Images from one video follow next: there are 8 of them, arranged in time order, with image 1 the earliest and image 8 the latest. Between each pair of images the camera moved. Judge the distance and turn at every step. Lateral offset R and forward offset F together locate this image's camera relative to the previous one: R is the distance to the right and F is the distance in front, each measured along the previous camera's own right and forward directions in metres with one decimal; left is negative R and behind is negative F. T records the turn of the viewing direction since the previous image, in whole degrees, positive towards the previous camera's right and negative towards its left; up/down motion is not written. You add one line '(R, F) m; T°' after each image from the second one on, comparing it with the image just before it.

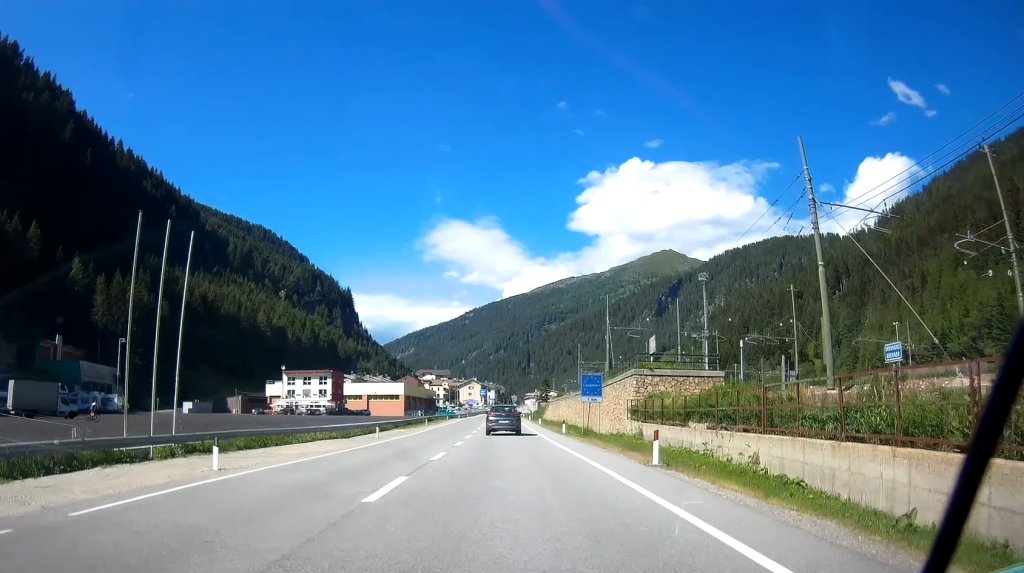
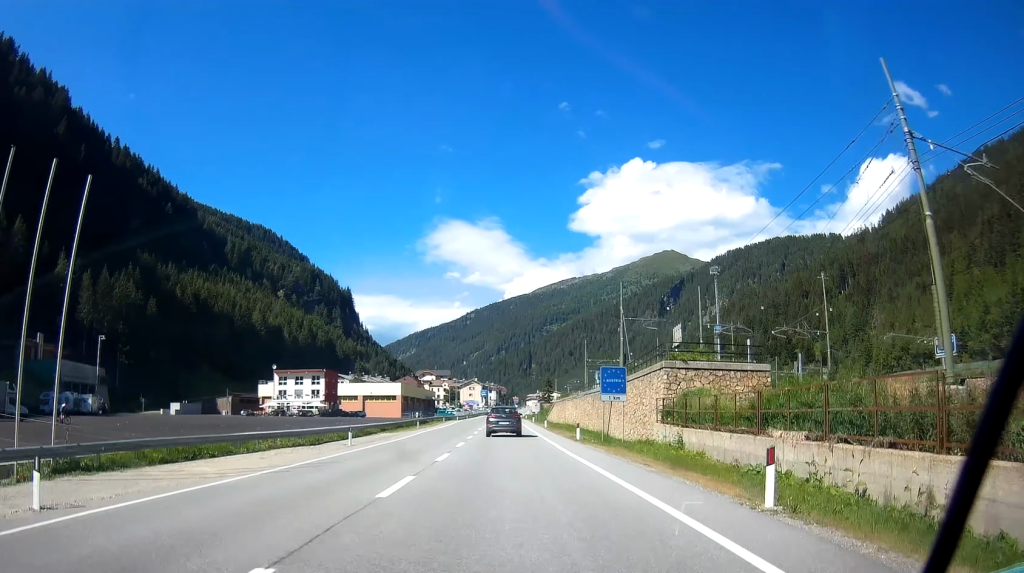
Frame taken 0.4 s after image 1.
(0.0, +7.0) m; 0°
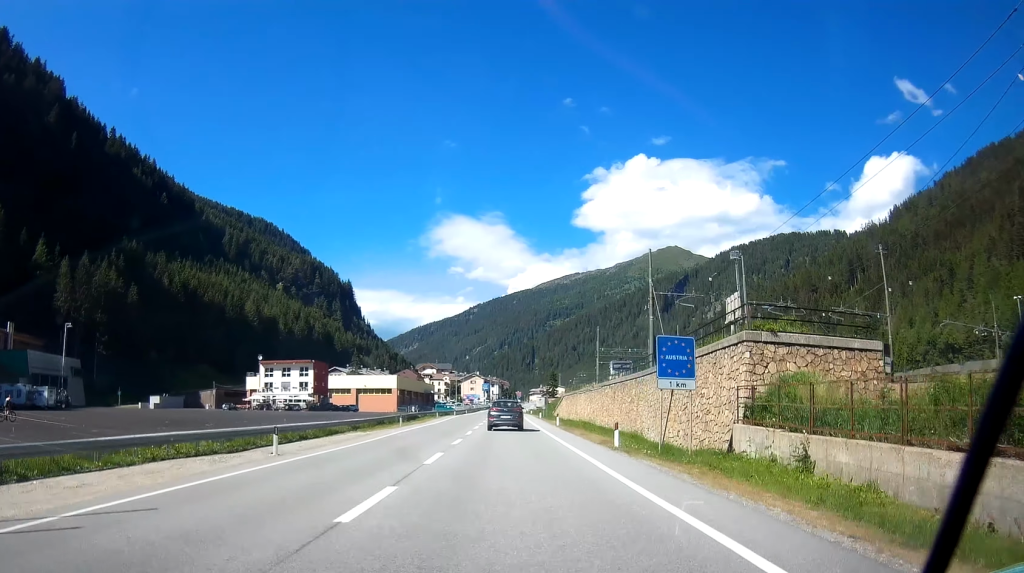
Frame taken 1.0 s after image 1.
(+0.2, +10.5) m; 0°
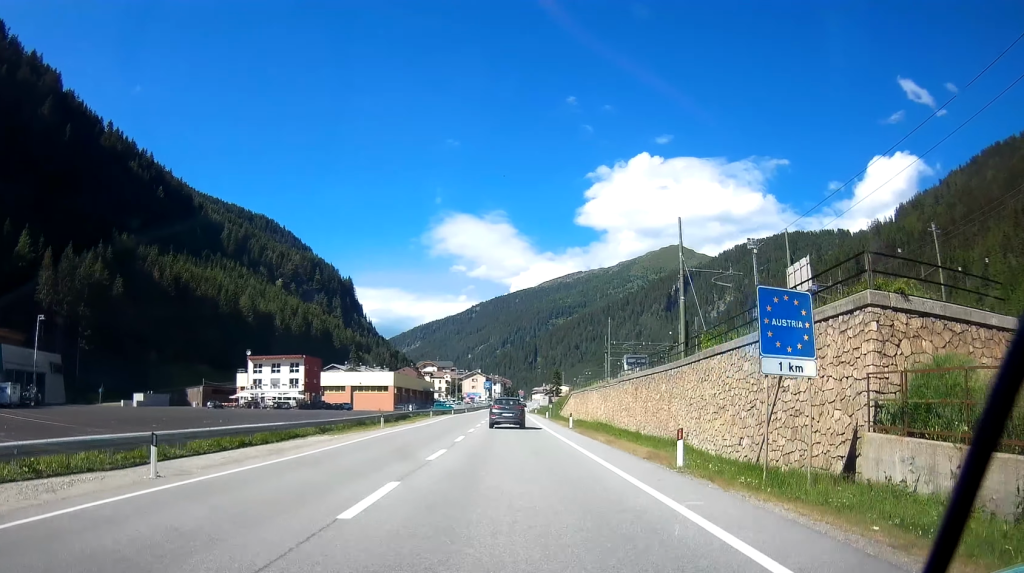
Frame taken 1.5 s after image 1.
(0.0, +7.7) m; 0°
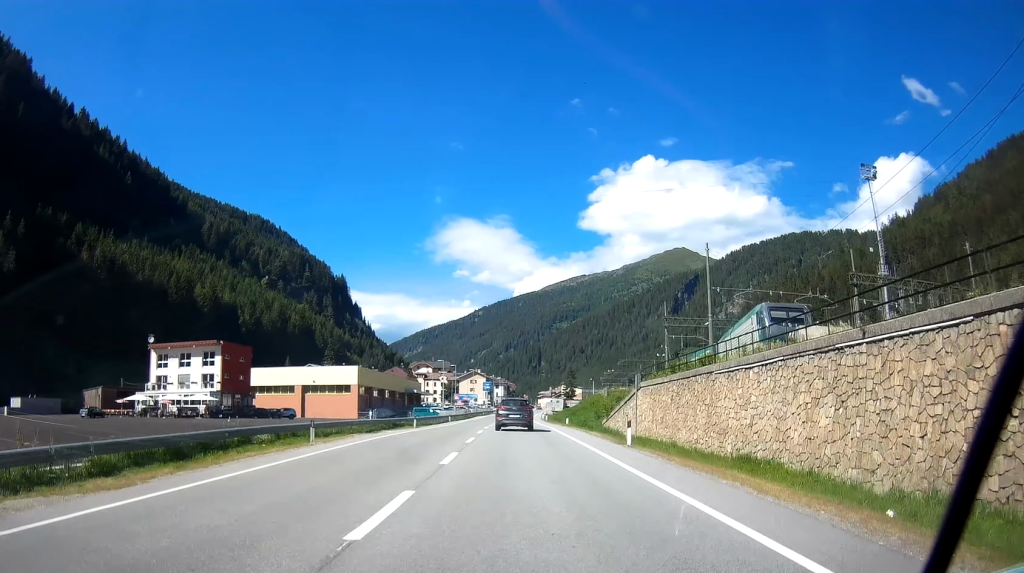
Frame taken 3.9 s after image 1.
(-0.6, +39.9) m; -1°
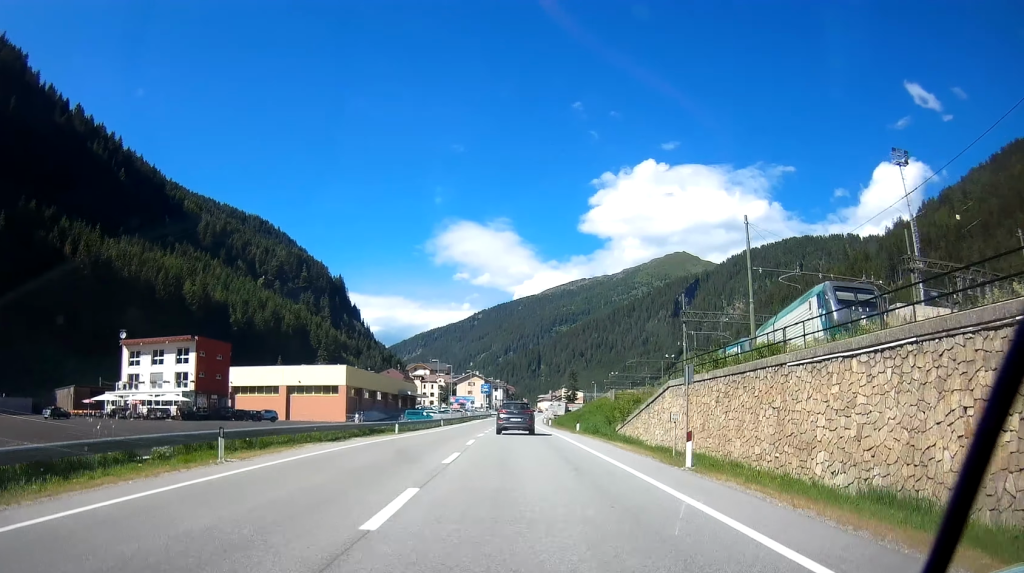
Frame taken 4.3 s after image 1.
(0.0, +7.7) m; 0°
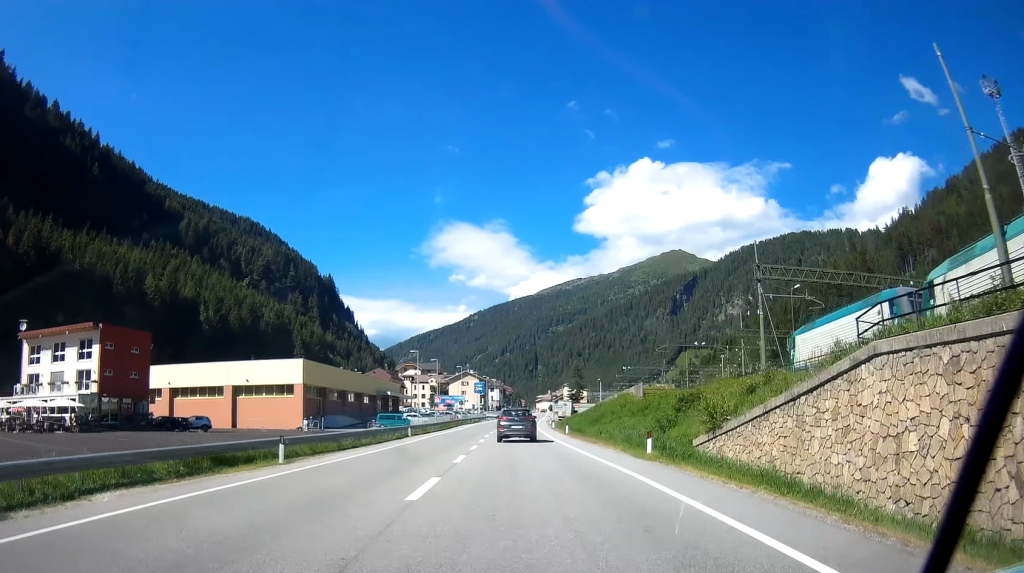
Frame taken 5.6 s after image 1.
(0.0, +20.9) m; 0°
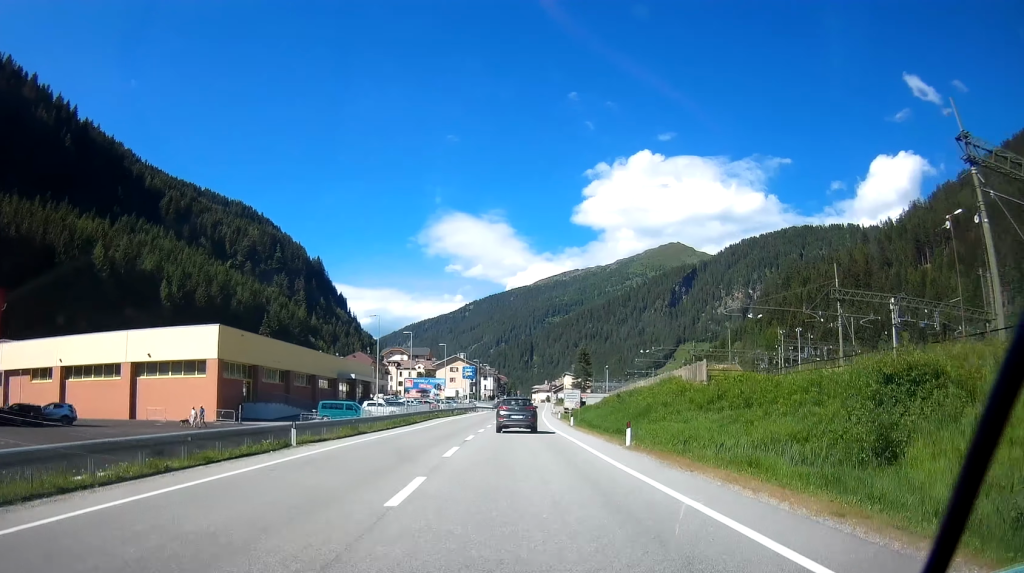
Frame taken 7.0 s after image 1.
(0.0, +23.6) m; 0°
